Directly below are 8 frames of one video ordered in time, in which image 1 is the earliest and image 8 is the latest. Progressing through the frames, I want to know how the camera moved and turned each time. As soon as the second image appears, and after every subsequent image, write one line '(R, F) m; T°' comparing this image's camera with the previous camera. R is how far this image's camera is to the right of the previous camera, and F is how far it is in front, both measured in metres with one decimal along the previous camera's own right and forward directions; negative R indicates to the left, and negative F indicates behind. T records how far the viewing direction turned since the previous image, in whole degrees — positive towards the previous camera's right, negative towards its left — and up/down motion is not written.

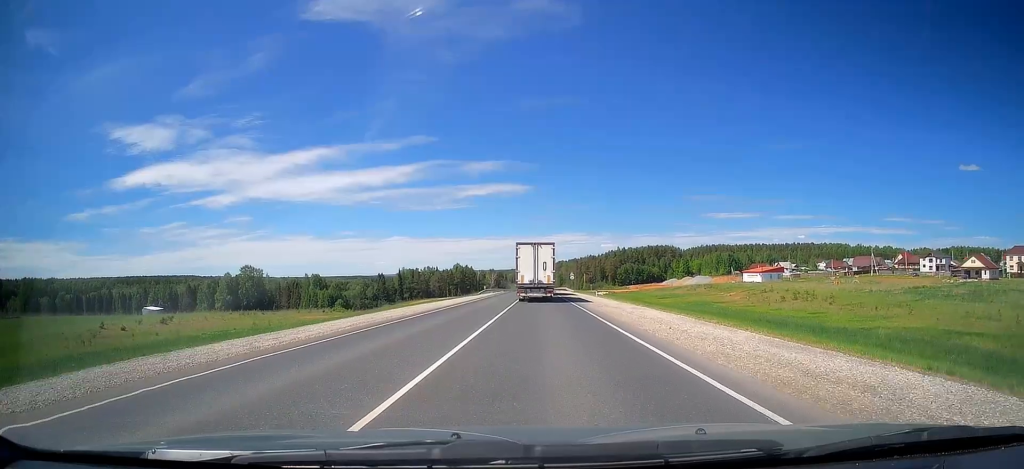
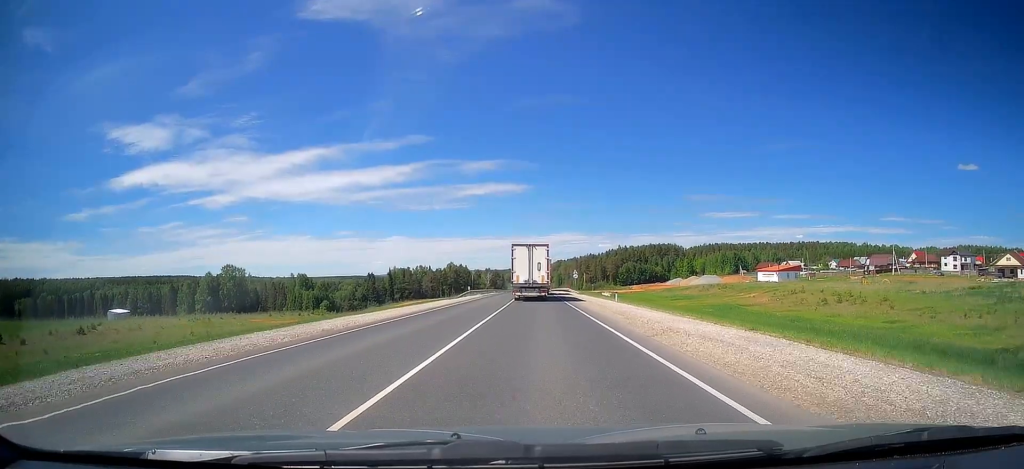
(+0.1, +16.9) m; 0°
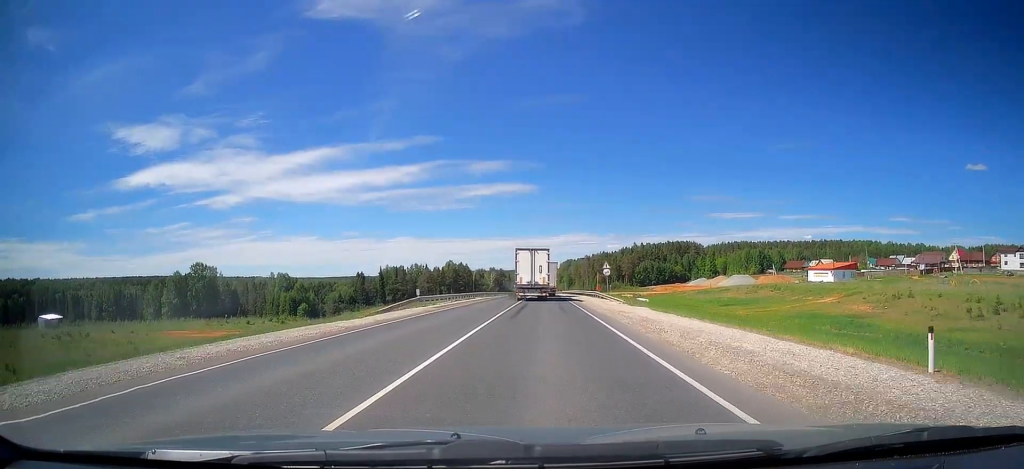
(-0.1, +33.5) m; -1°
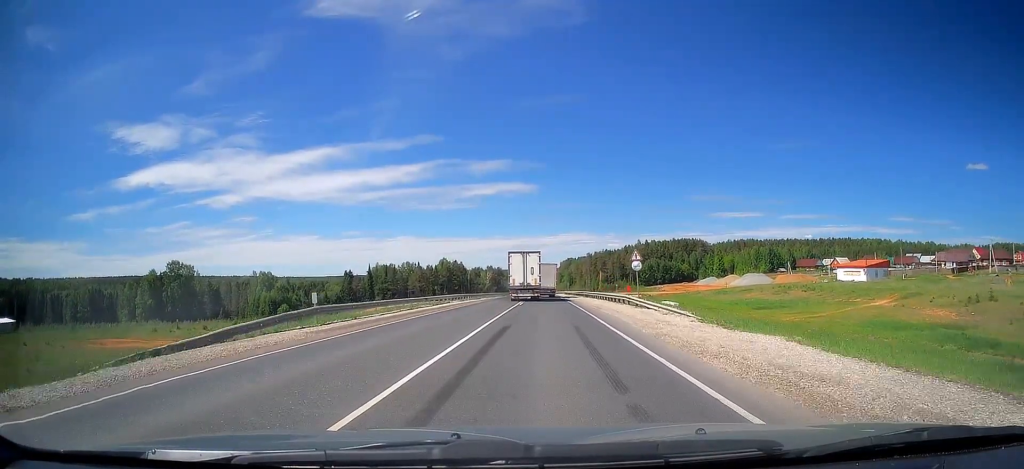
(0.0, +18.0) m; 0°
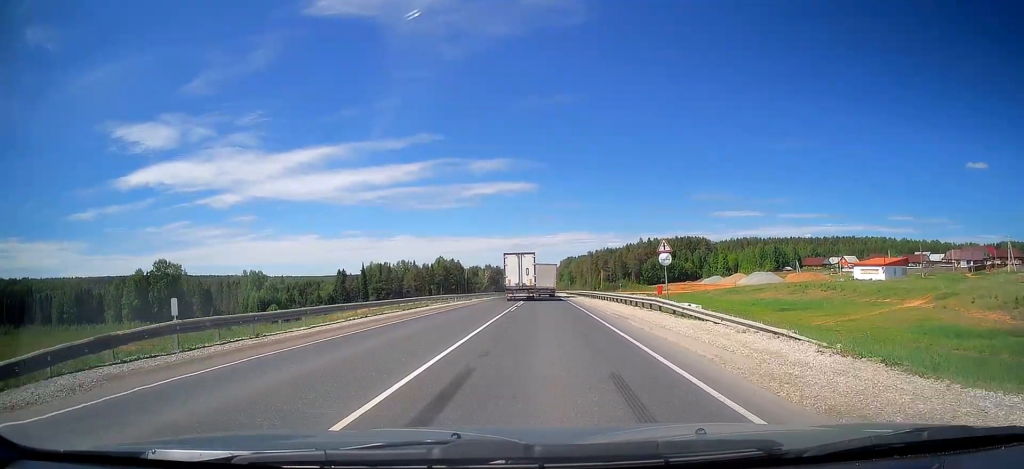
(0.0, +9.1) m; 0°
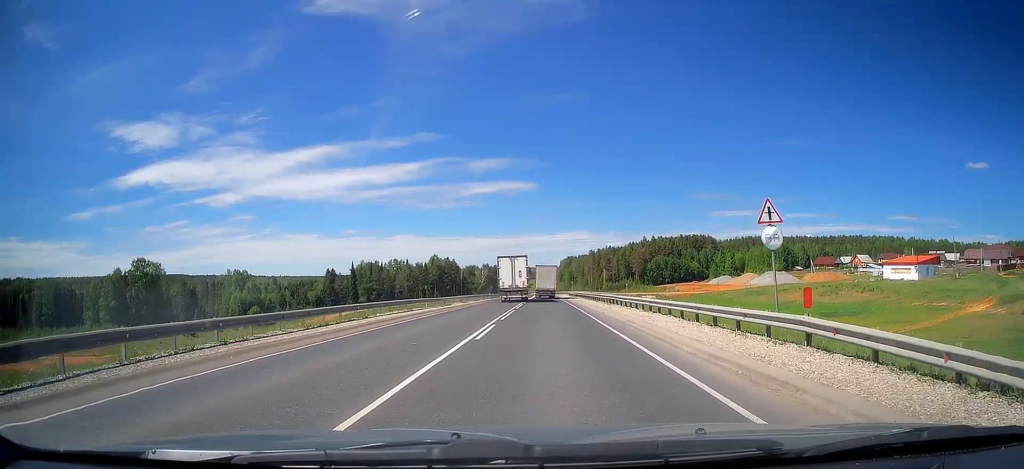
(-0.1, +14.1) m; 0°
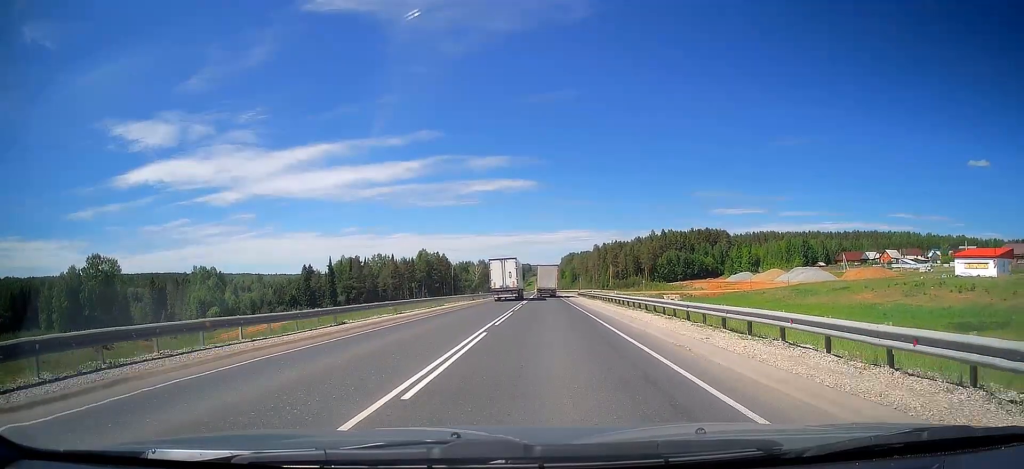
(-0.1, +26.3) m; 0°
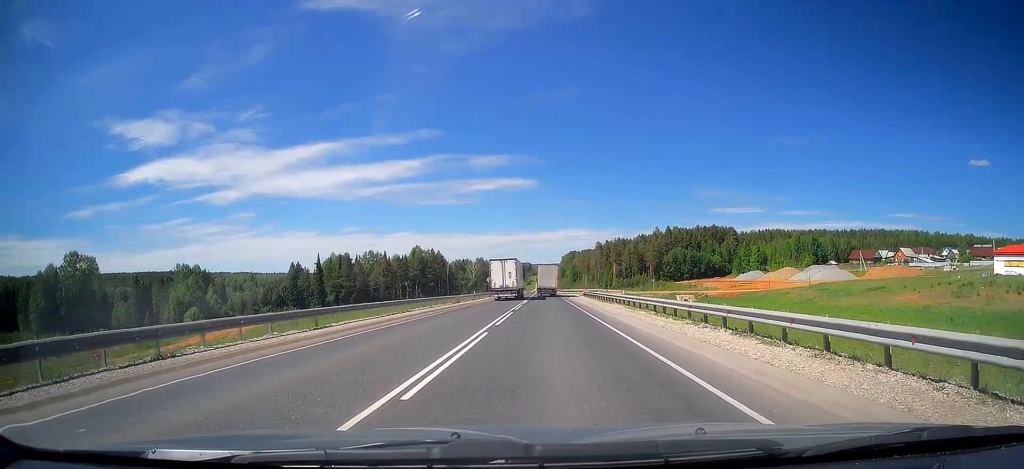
(+0.1, +11.7) m; 0°
